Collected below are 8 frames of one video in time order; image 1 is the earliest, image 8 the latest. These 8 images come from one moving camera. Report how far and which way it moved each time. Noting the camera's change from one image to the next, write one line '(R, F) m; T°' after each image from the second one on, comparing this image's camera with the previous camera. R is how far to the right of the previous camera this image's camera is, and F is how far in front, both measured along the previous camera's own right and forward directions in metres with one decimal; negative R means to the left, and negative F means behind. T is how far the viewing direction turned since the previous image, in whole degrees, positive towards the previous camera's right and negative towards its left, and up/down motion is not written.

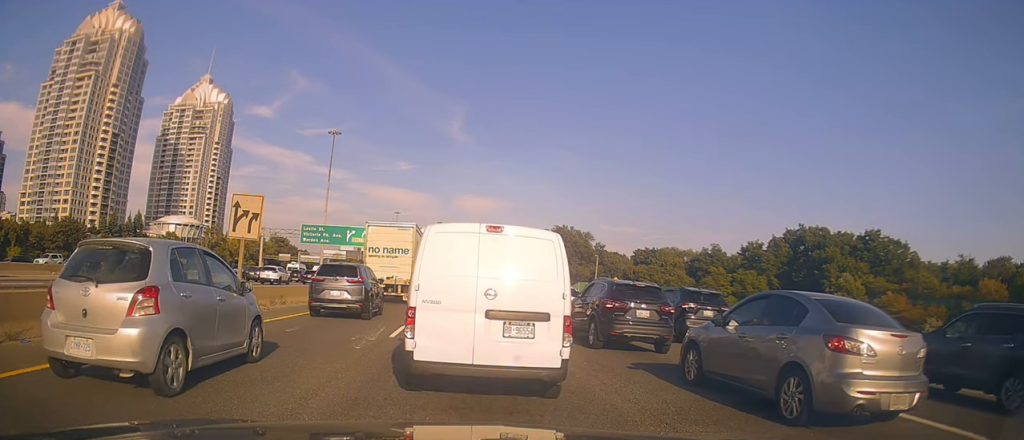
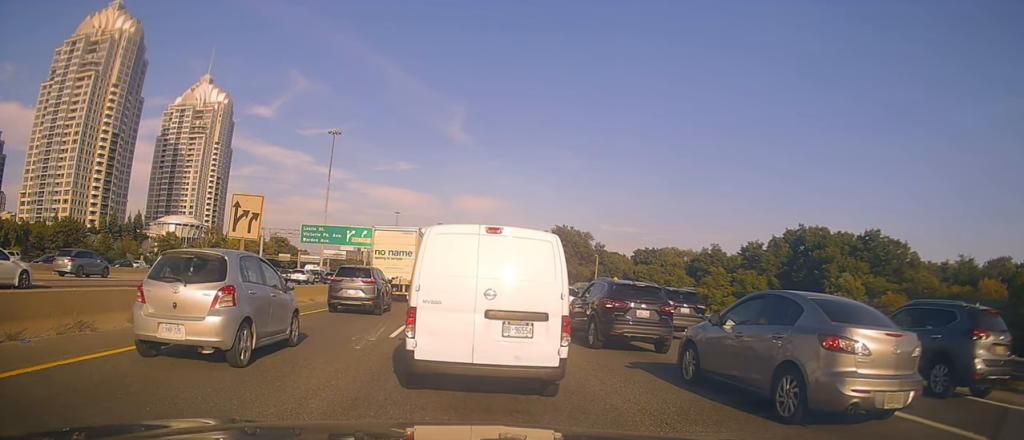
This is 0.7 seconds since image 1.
(0.0, 0.0) m; 0°
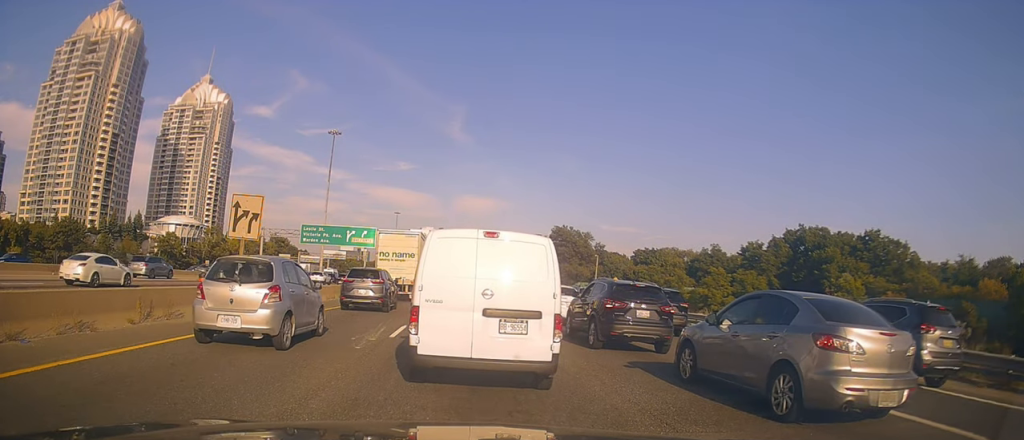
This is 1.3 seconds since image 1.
(0.0, 0.0) m; 0°
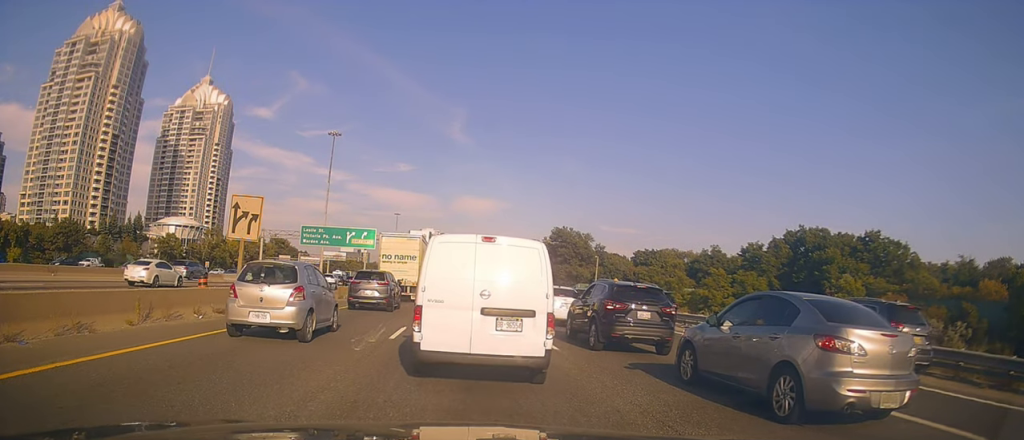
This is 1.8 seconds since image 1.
(+0.1, +0.2) m; 0°
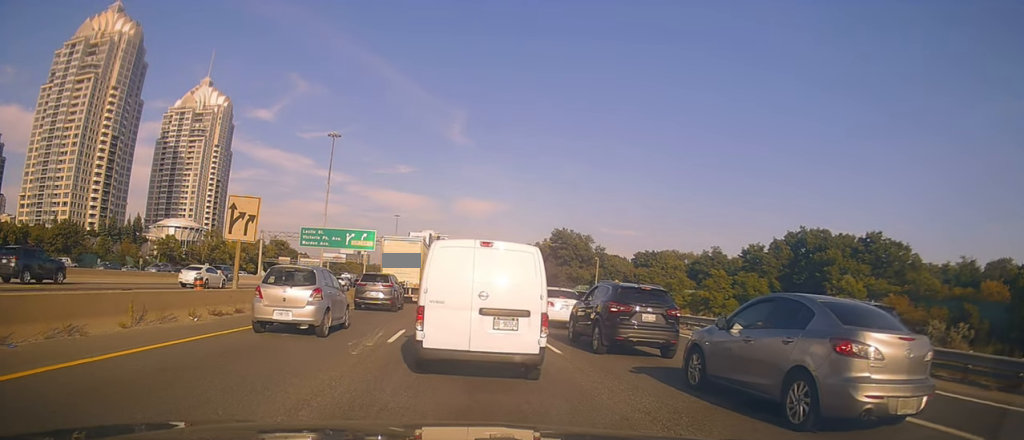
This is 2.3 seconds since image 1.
(+0.1, +0.2) m; 0°
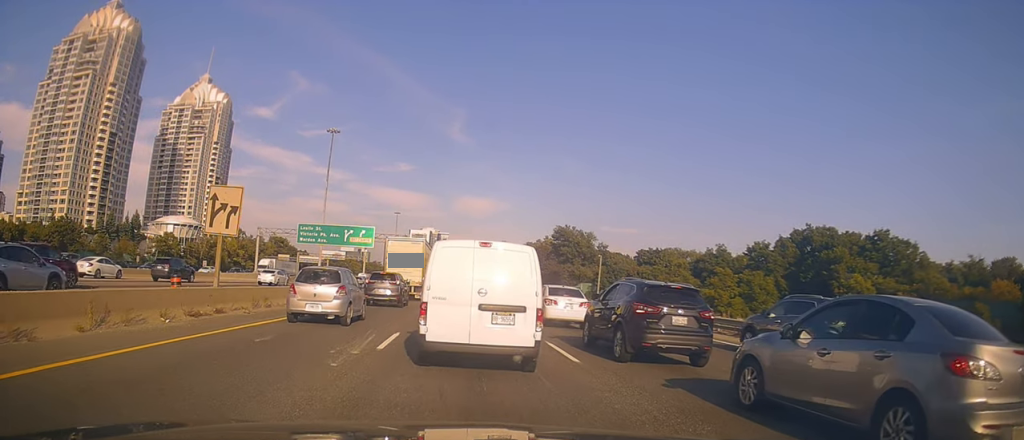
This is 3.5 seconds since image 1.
(-0.2, +0.5) m; 0°
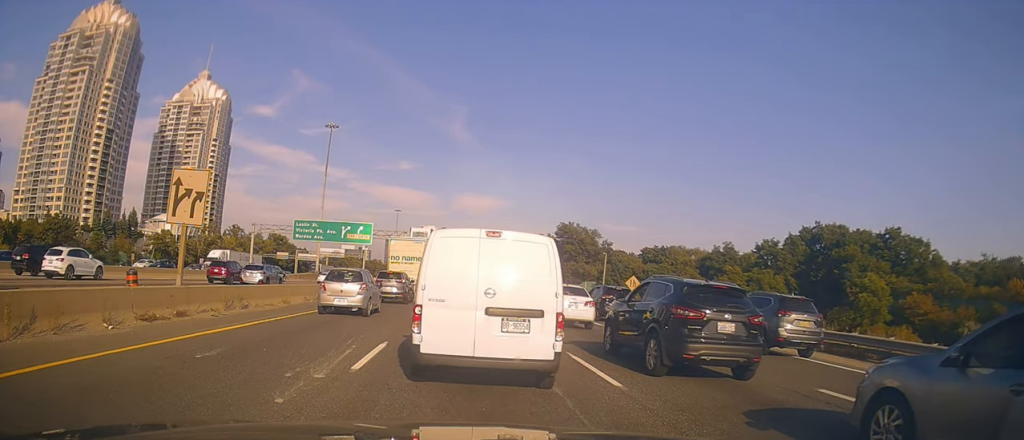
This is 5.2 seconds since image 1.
(-0.5, +0.8) m; 0°
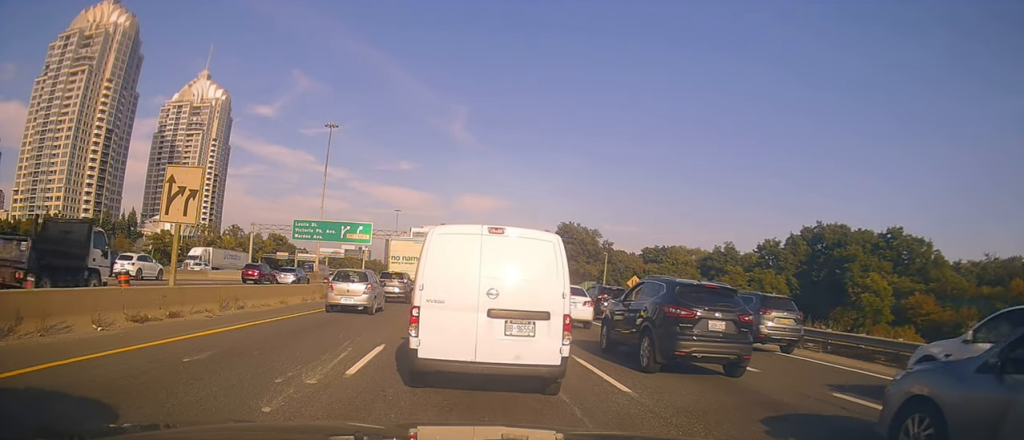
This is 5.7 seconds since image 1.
(+0.1, +0.3) m; 0°
